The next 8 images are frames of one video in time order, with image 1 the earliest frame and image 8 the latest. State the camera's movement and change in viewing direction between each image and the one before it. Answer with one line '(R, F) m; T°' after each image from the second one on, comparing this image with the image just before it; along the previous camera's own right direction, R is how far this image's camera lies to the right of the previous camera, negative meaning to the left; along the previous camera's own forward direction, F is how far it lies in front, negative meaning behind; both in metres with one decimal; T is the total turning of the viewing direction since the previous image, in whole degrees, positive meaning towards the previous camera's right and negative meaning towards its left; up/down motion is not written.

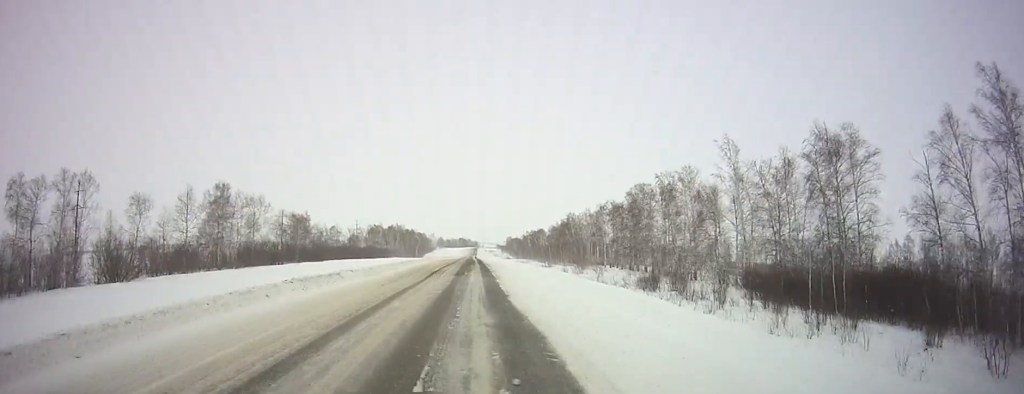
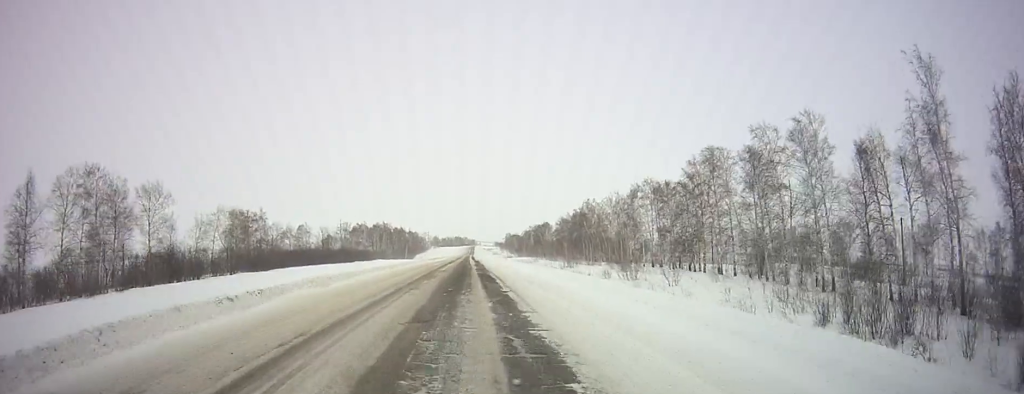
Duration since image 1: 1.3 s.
(+0.1, +37.7) m; 0°
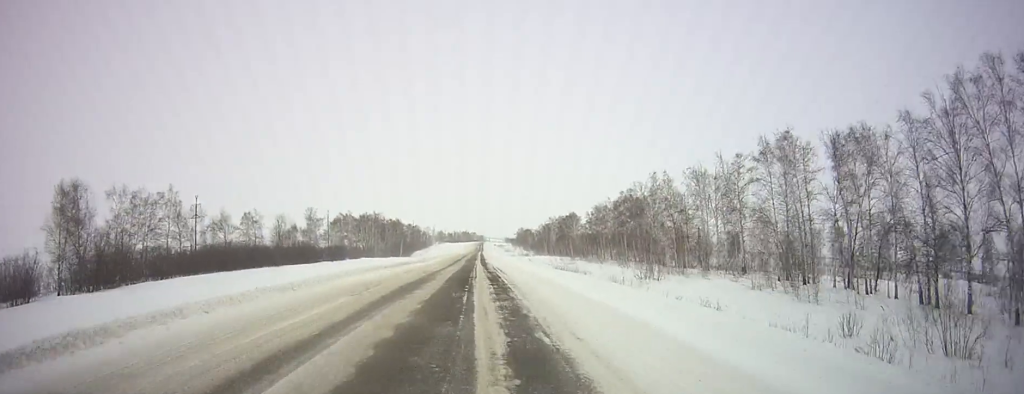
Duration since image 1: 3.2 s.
(-0.6, +51.8) m; -1°
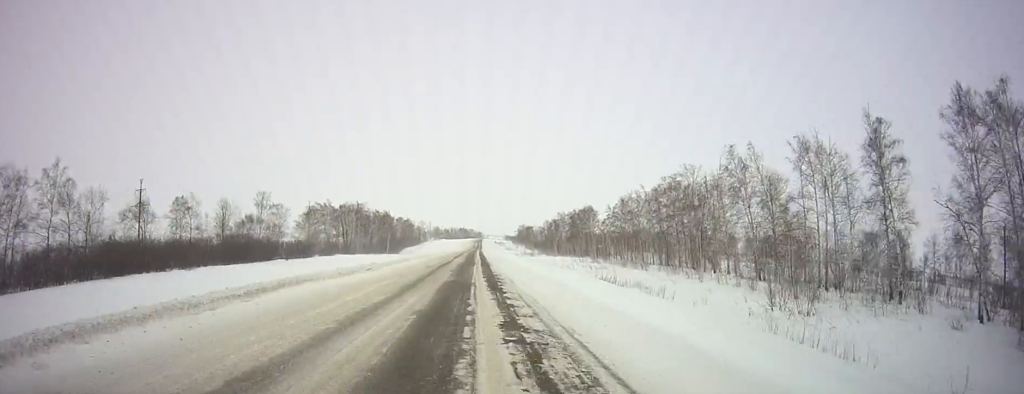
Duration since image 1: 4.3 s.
(-0.2, +32.9) m; 0°
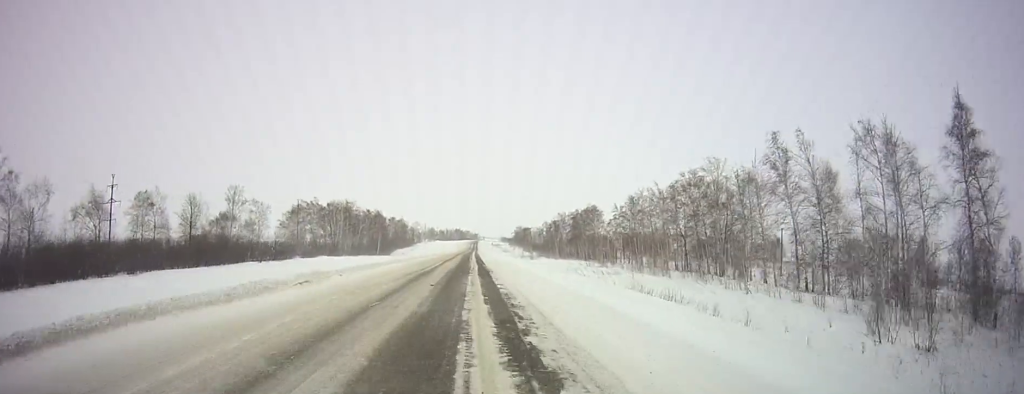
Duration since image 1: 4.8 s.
(0.0, +12.2) m; 0°
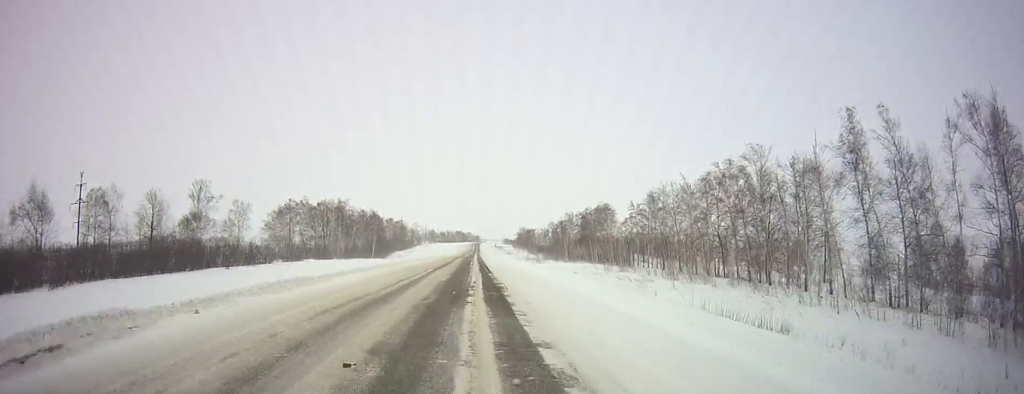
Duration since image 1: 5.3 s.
(0.0, +14.1) m; 0°
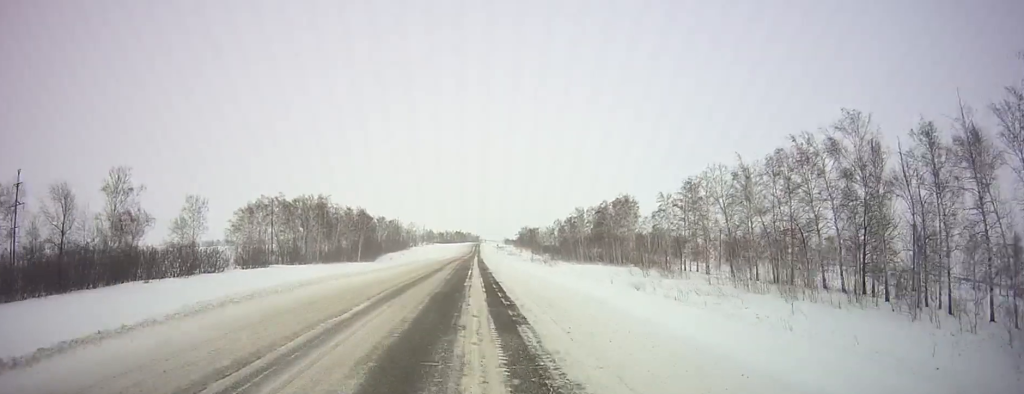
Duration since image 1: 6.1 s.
(+0.2, +22.5) m; +1°
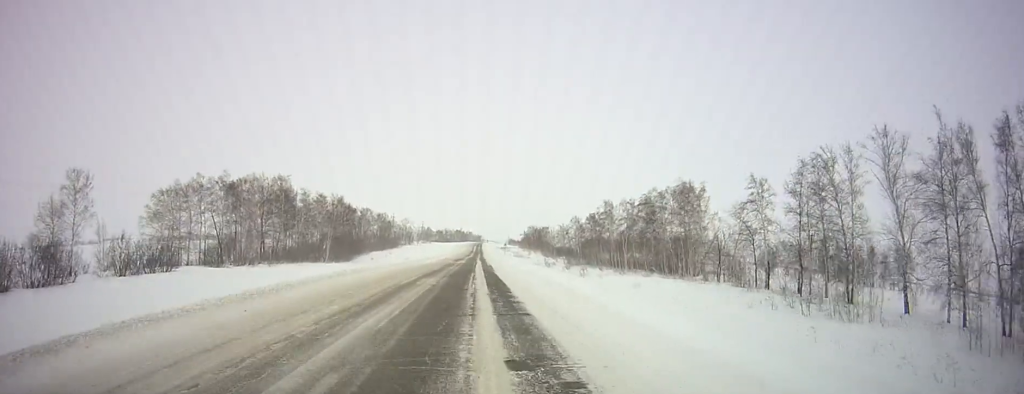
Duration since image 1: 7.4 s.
(+0.3, +38.4) m; +1°
